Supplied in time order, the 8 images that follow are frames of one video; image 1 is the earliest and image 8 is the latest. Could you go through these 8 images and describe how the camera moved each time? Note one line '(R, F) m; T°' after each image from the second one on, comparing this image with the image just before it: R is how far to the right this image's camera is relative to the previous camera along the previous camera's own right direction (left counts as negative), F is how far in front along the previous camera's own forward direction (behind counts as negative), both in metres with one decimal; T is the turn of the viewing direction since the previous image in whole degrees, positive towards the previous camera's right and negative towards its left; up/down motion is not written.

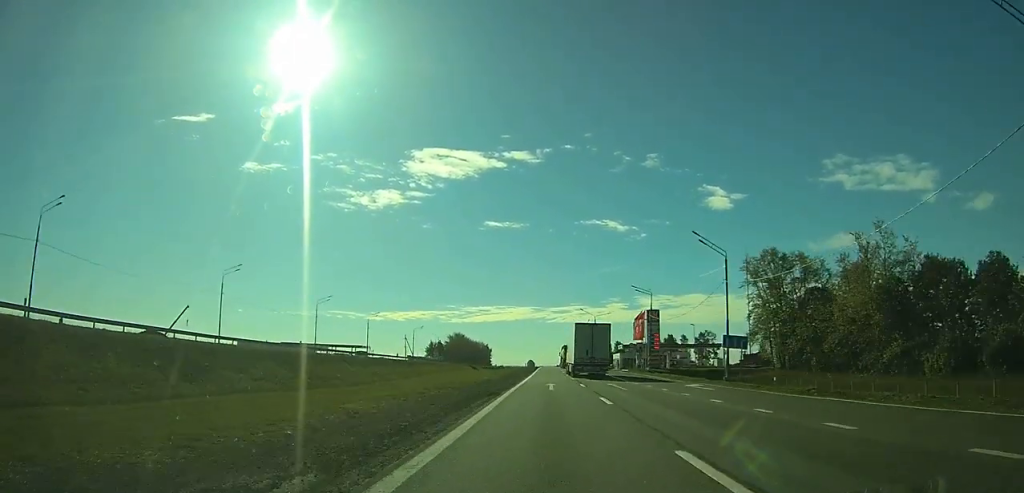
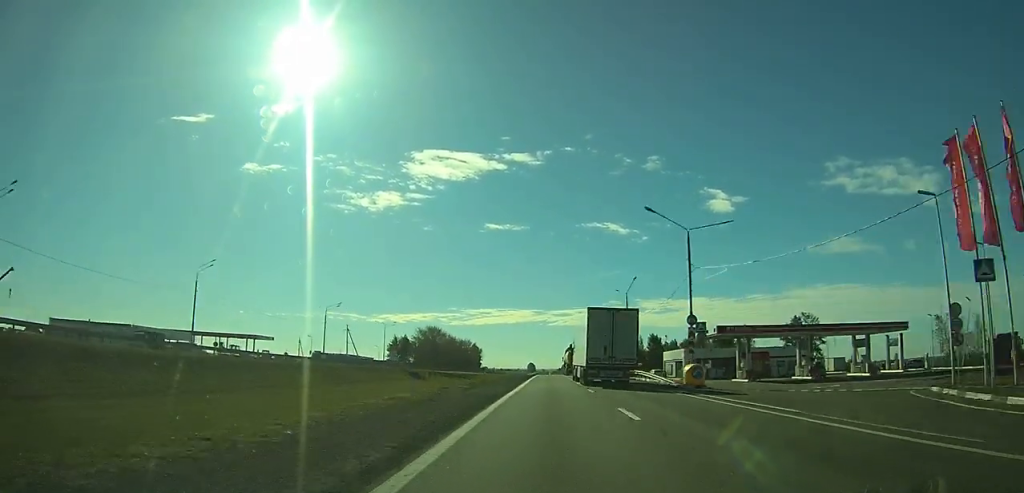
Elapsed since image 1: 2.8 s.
(+0.1, +76.3) m; 0°
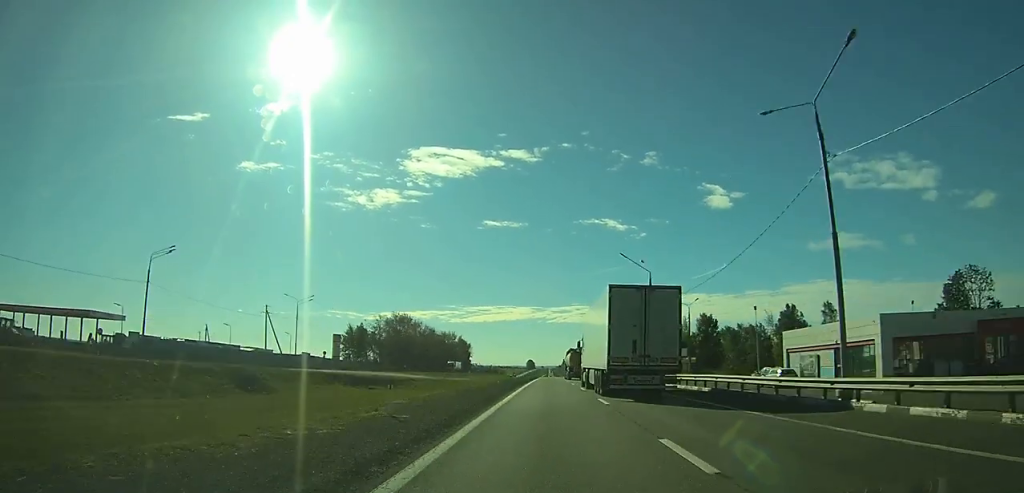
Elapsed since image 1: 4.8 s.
(0.0, +53.9) m; 0°
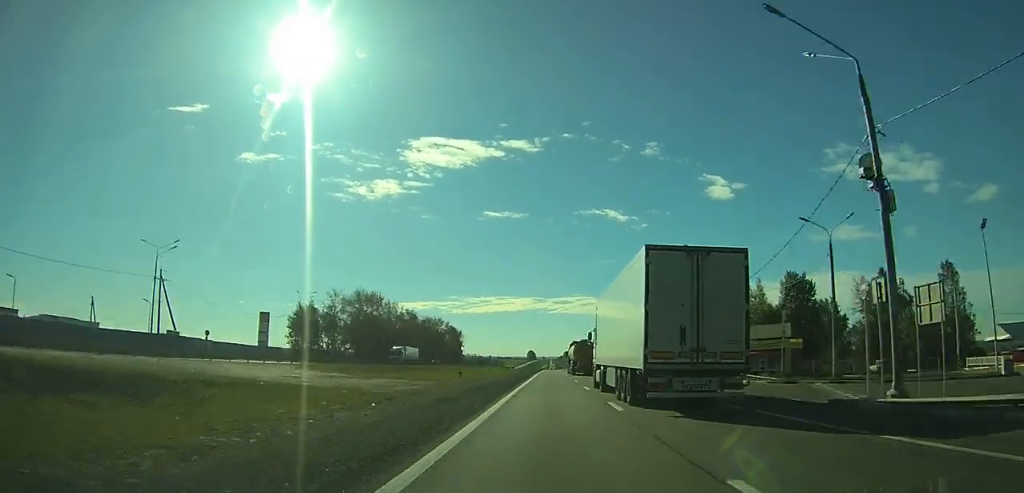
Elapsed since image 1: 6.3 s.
(0.0, +39.2) m; 0°
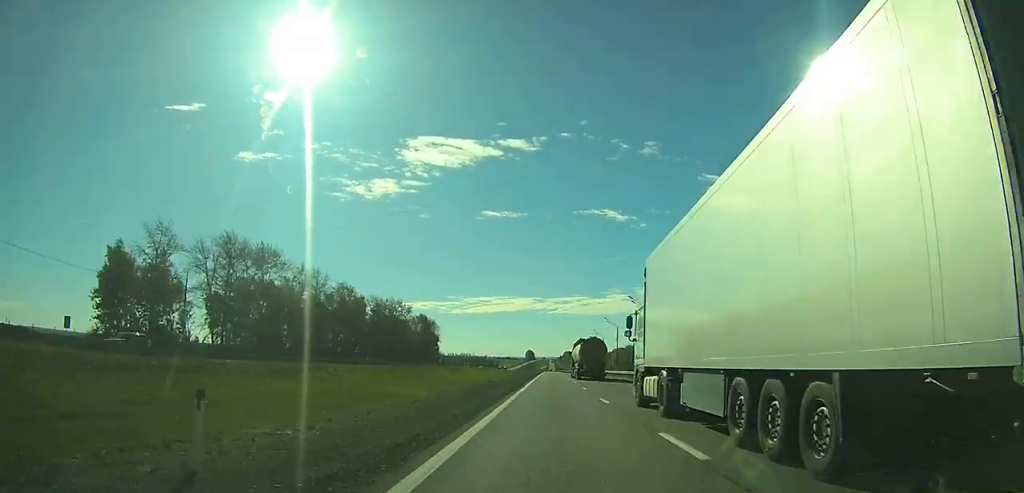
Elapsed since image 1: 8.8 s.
(-0.1, +67.5) m; 0°
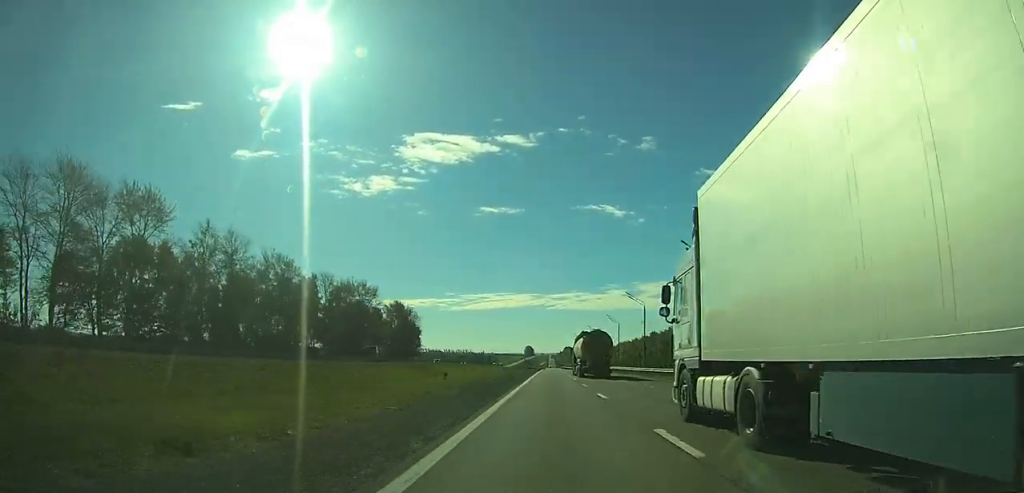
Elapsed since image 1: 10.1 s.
(0.0, +35.6) m; 0°
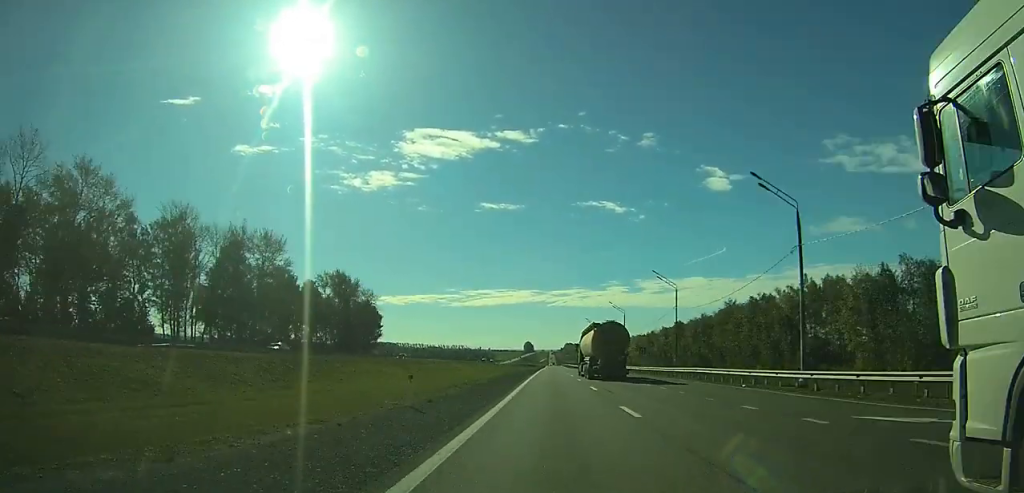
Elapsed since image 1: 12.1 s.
(+0.2, +53.8) m; 0°
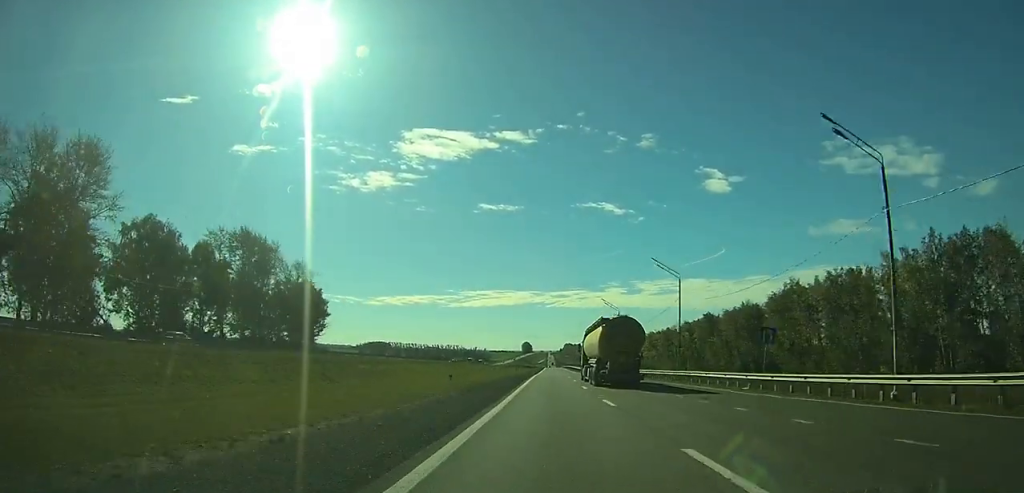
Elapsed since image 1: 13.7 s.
(0.0, +43.4) m; 0°
